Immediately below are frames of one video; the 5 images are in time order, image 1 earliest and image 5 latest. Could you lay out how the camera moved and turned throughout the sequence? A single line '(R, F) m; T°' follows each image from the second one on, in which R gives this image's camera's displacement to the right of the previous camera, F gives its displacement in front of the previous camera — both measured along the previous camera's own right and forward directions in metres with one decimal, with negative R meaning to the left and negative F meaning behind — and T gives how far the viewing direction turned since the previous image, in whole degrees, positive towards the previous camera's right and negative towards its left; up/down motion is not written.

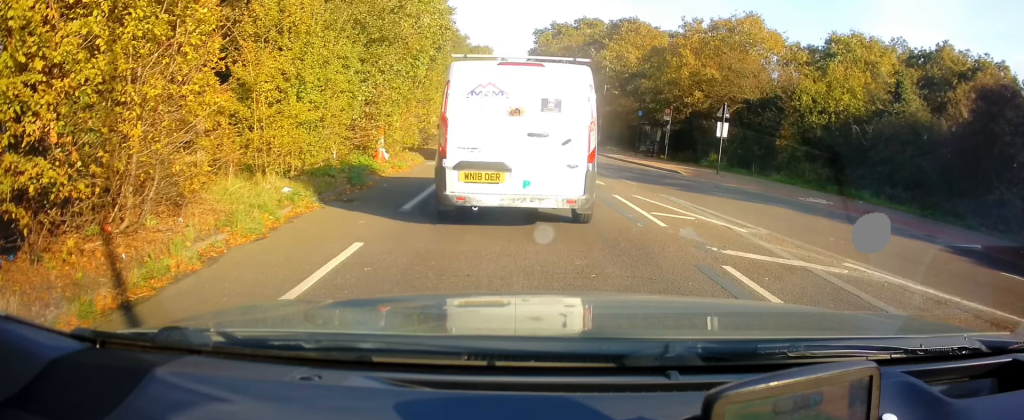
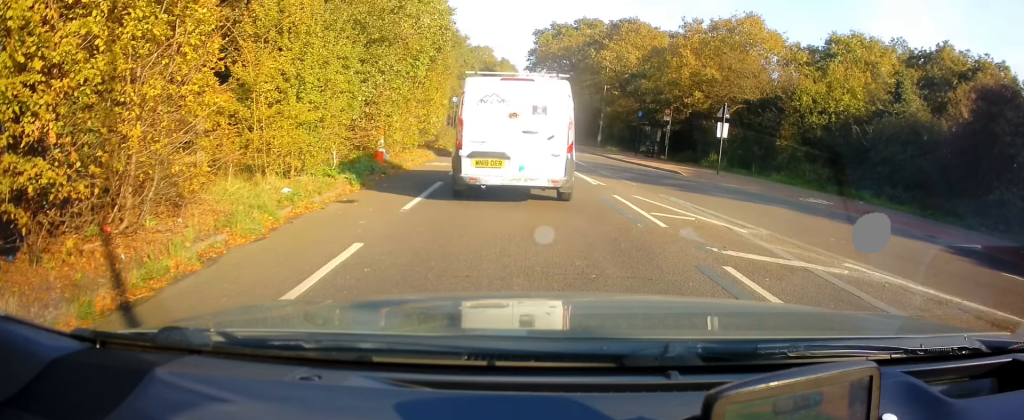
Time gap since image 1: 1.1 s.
(0.0, 0.0) m; 0°
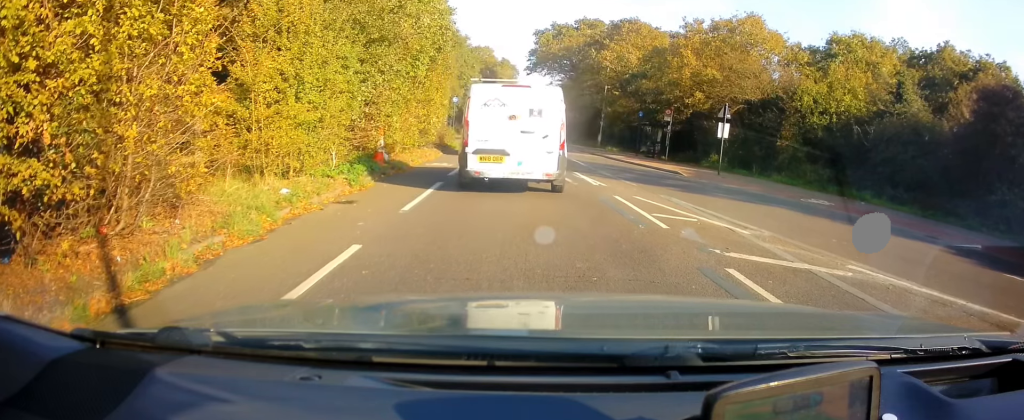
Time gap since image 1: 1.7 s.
(0.0, 0.0) m; 0°
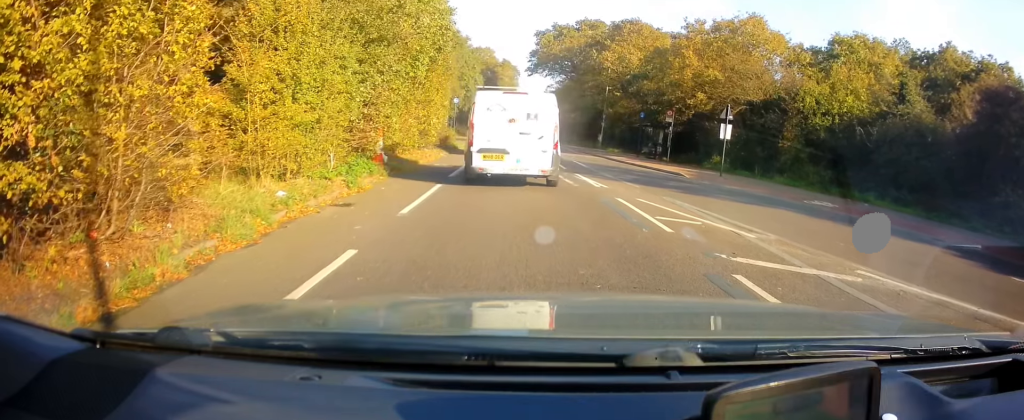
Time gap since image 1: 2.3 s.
(0.0, 0.0) m; 0°
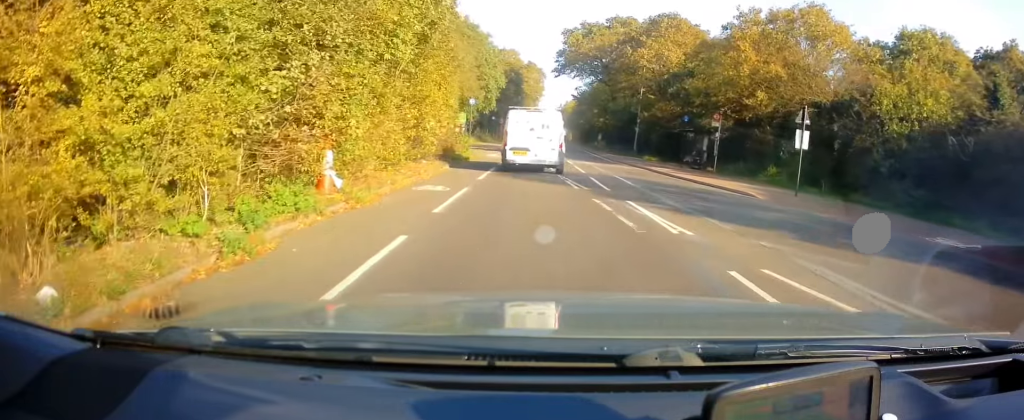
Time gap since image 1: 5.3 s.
(-0.6, +3.5) m; -2°
